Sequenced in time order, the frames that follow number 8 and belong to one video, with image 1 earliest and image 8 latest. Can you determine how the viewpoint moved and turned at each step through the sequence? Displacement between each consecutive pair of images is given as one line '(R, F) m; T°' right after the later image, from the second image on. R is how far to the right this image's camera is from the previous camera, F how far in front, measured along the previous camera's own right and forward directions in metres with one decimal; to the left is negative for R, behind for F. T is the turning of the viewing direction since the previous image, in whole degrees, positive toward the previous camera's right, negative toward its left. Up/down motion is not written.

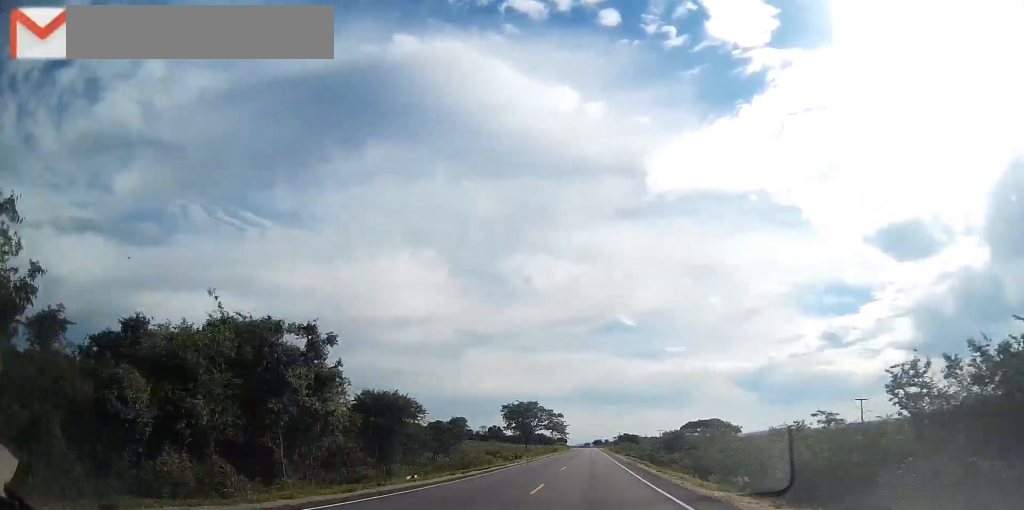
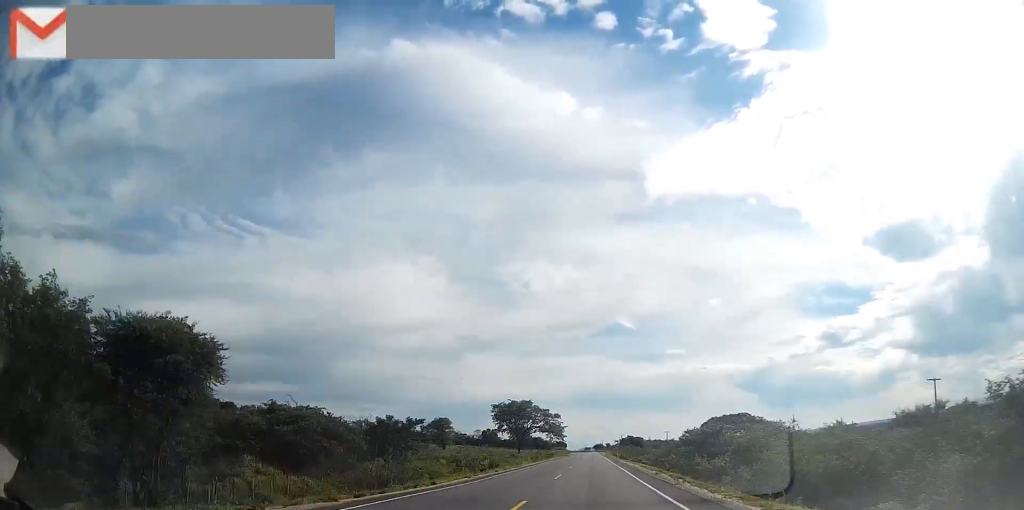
(+0.1, +21.9) m; 0°
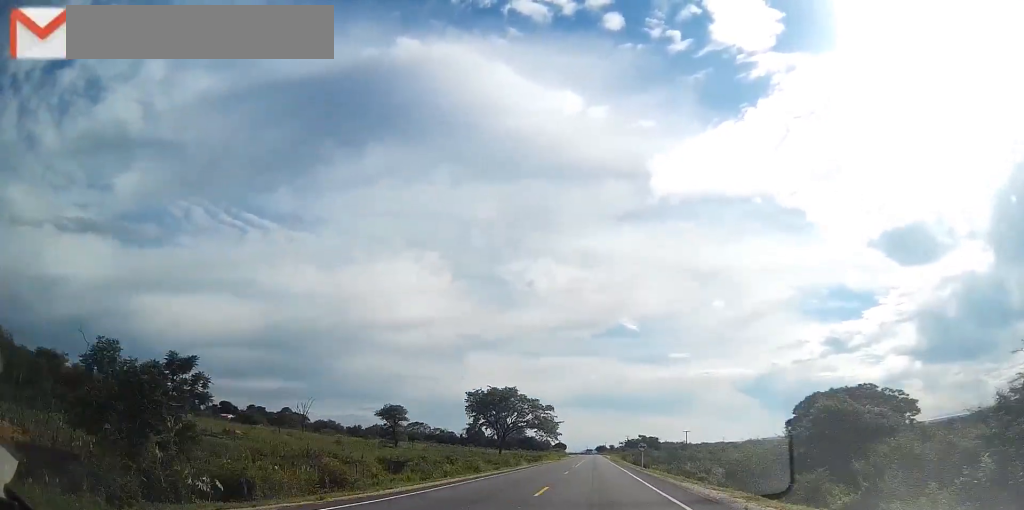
(-0.1, +41.8) m; 0°
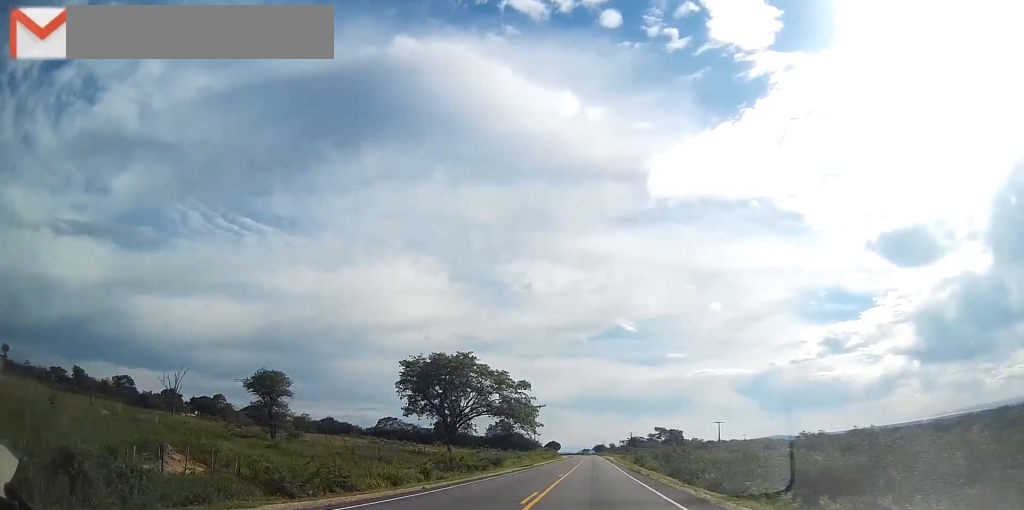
(0.0, +49.6) m; 0°
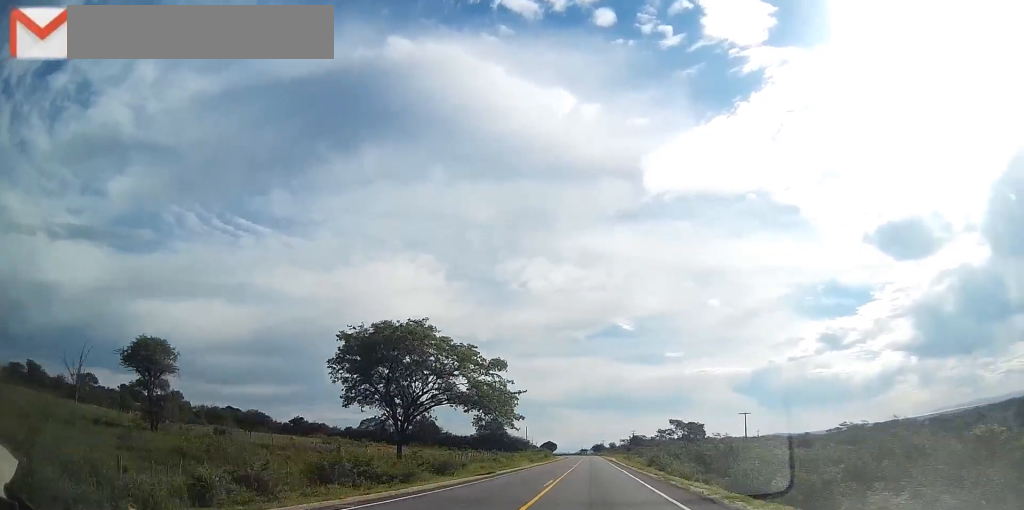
(0.0, +22.9) m; 0°
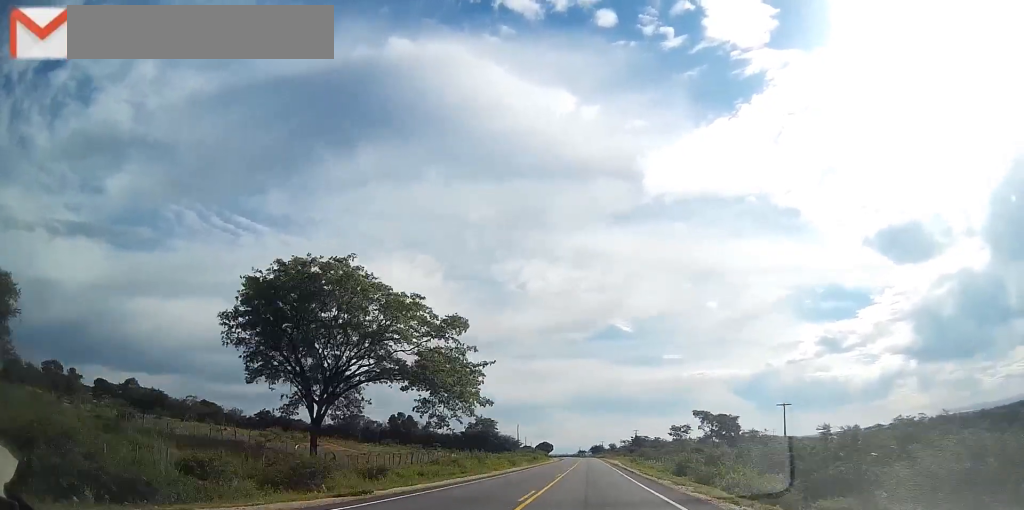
(0.0, +22.8) m; 0°
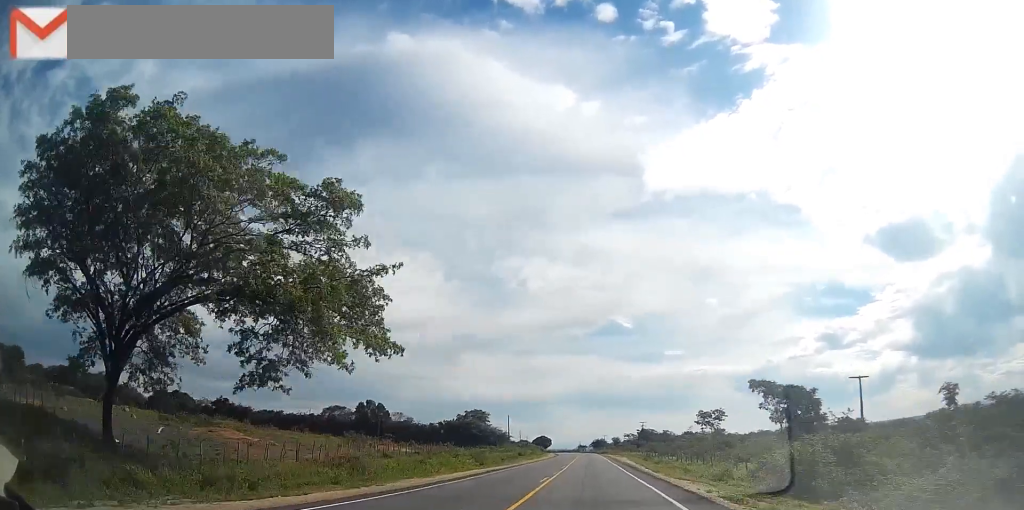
(0.0, +25.7) m; 0°
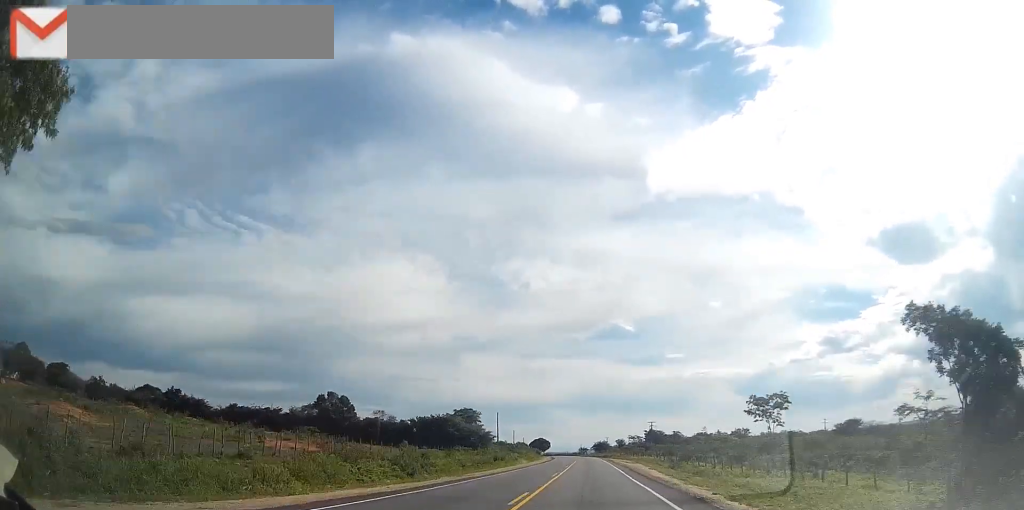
(0.0, +25.5) m; 0°
